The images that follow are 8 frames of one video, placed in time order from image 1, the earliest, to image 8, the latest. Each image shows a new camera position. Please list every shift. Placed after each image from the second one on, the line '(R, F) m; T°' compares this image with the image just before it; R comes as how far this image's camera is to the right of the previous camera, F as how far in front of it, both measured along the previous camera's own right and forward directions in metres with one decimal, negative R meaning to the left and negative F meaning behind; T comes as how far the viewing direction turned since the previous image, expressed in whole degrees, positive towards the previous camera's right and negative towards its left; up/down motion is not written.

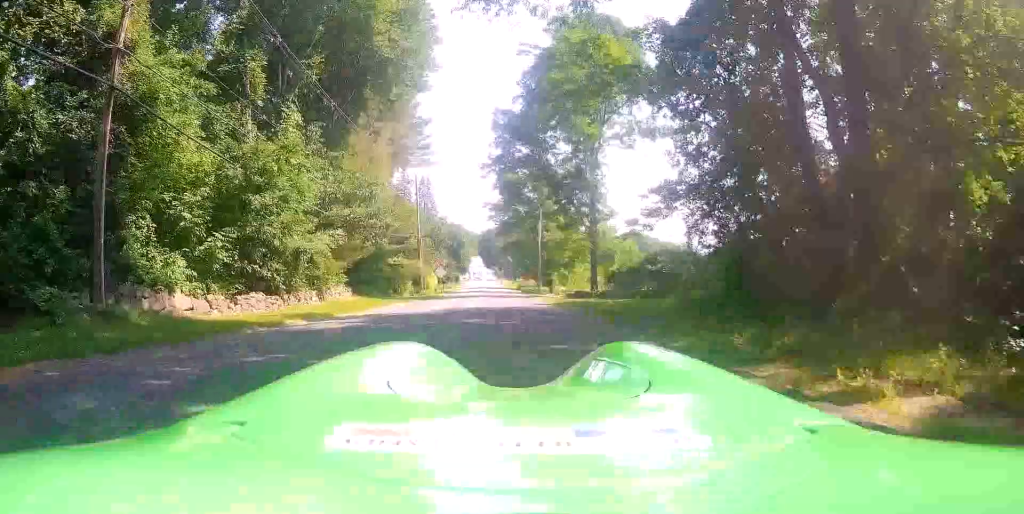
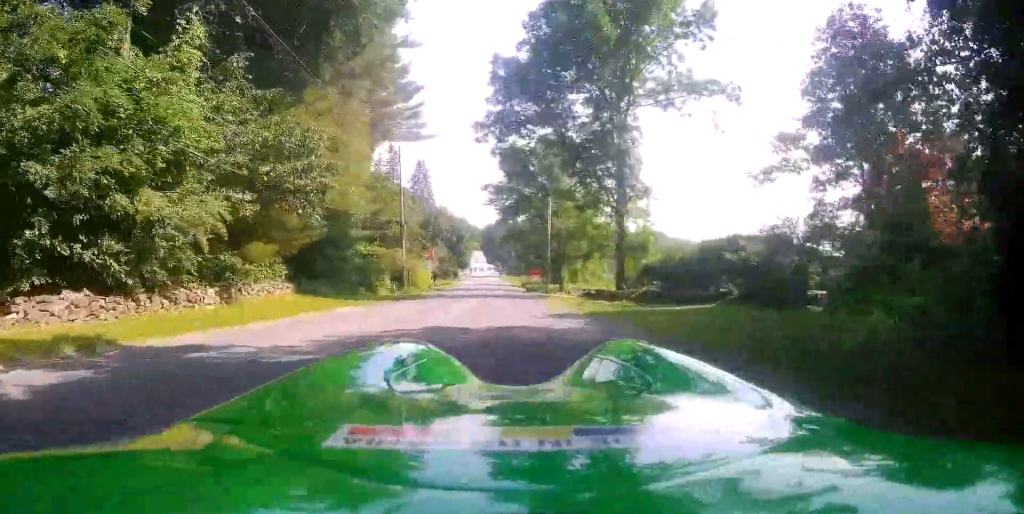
(-0.2, +11.8) m; -1°
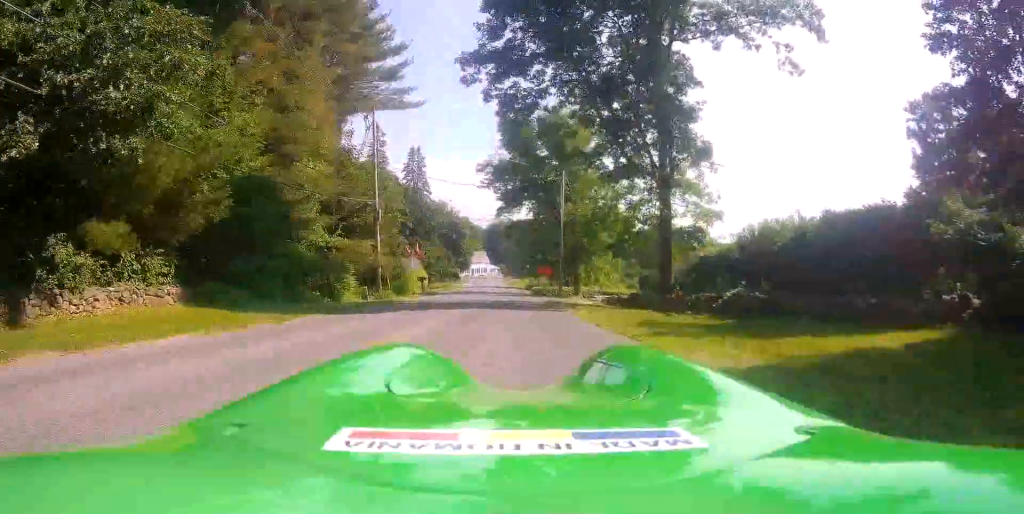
(0.0, +9.8) m; -1°
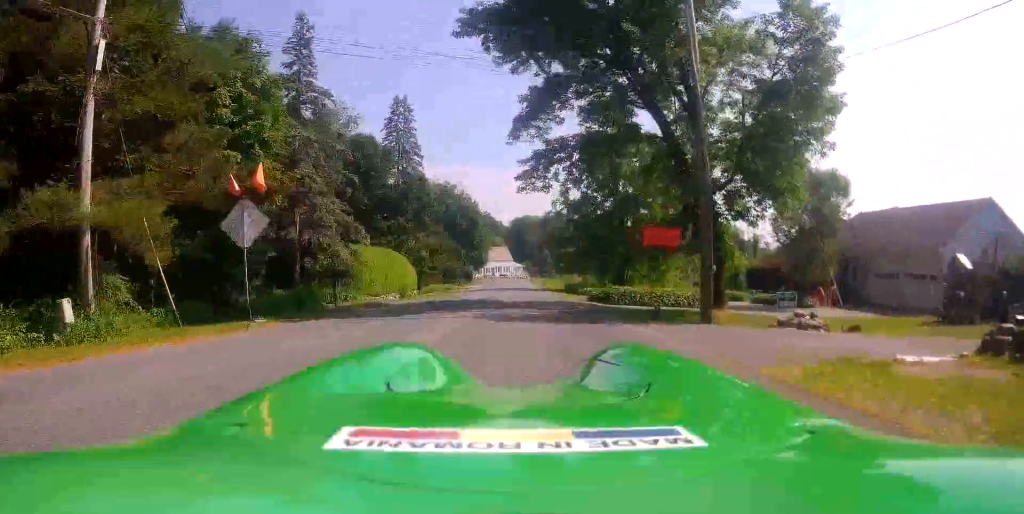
(+0.2, +27.2) m; +1°
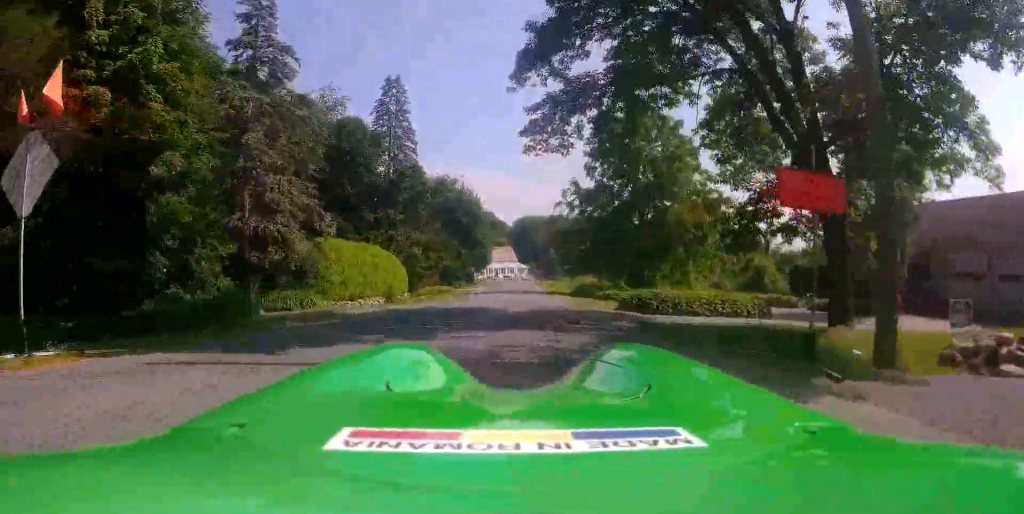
(0.0, +7.2) m; -1°
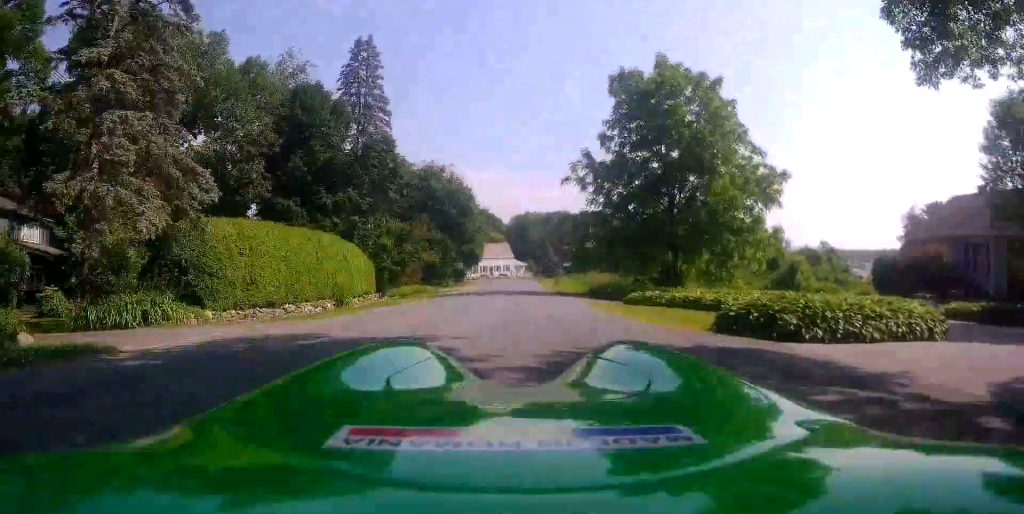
(-0.1, +10.2) m; -1°
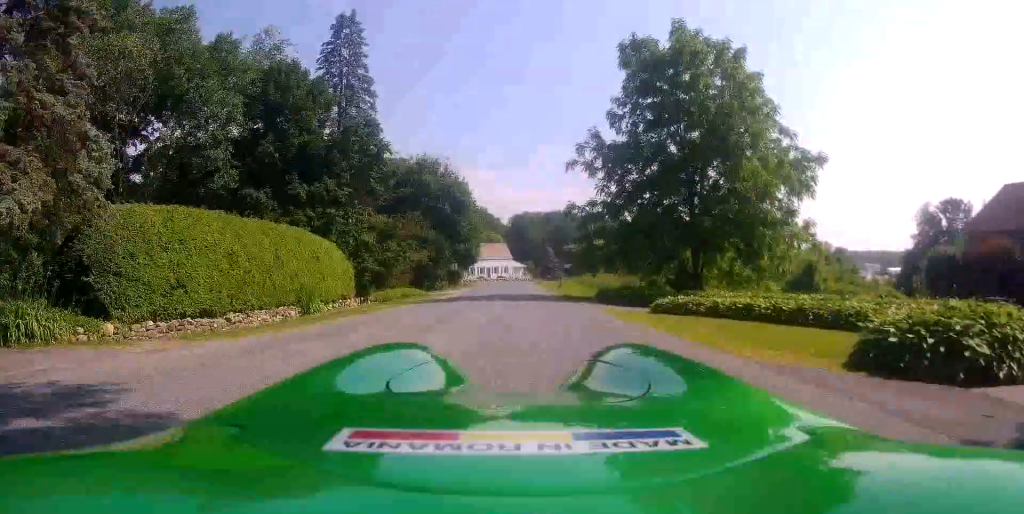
(-0.1, +4.9) m; 0°
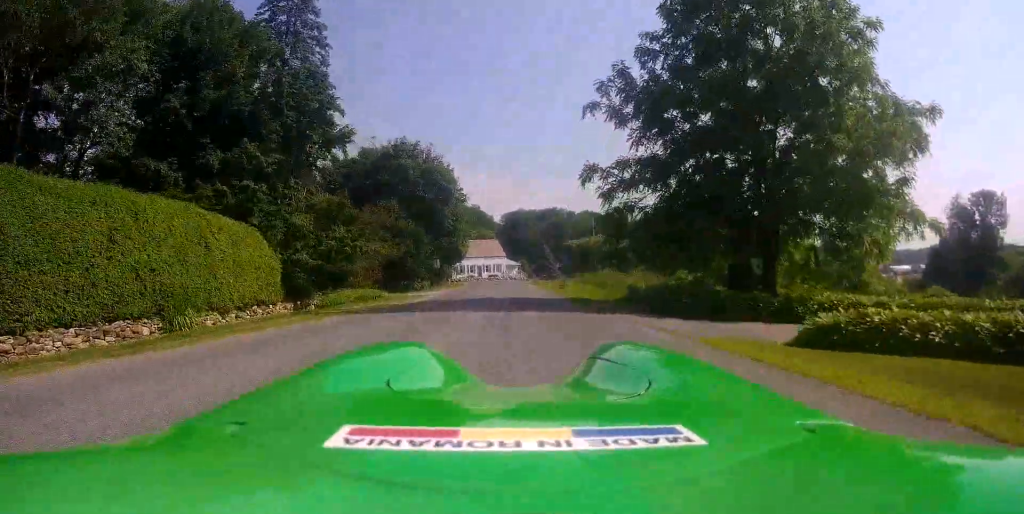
(+0.1, +10.5) m; 0°
